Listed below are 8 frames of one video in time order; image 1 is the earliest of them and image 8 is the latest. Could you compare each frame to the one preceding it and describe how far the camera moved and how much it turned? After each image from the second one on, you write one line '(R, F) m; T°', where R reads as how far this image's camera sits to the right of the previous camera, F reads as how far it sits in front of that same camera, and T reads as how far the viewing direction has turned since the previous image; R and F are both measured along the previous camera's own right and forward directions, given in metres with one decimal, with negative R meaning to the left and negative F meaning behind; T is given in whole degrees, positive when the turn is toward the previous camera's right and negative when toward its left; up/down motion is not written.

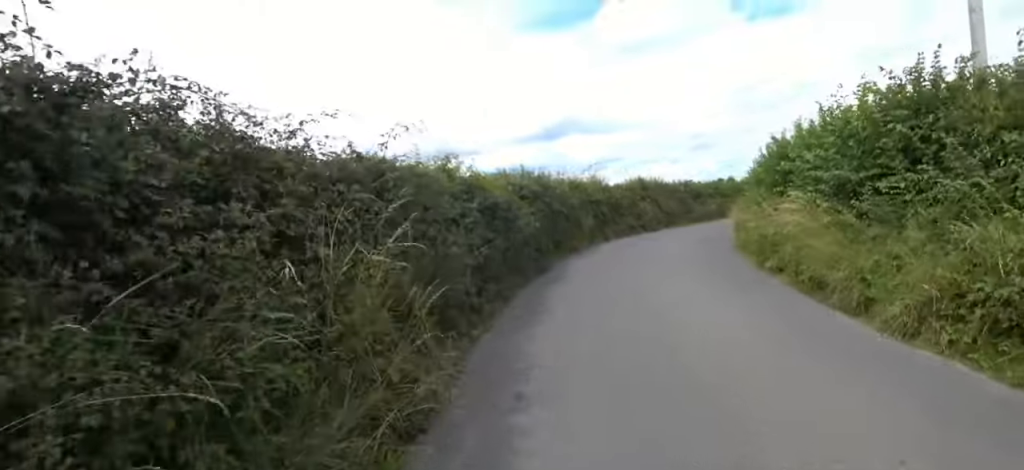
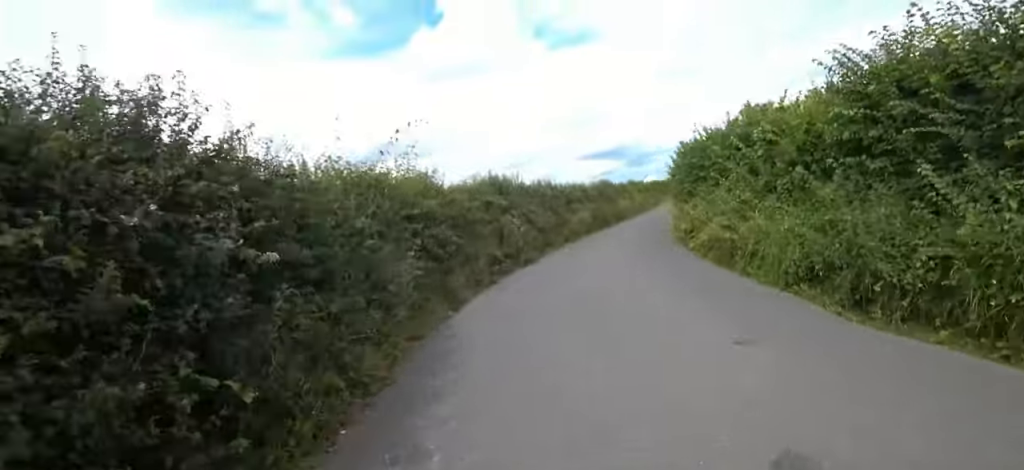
(+1.2, +7.6) m; +17°
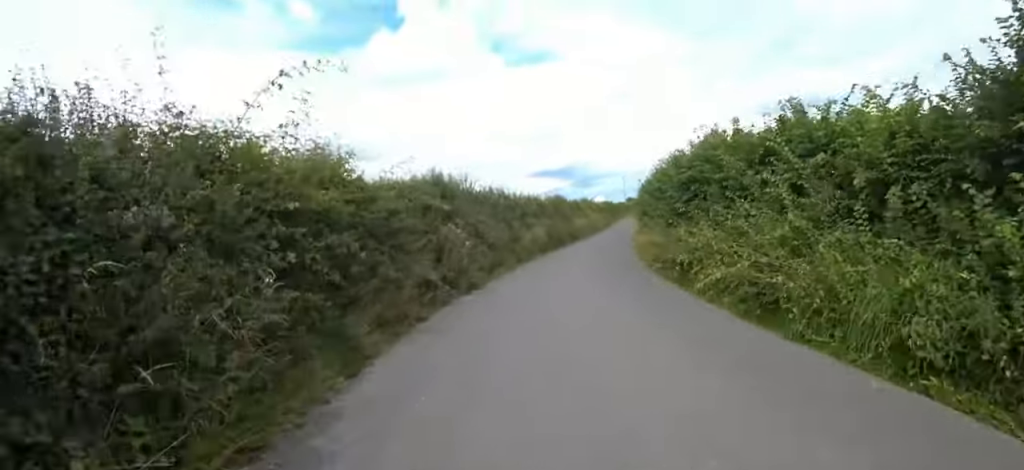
(+0.1, +2.2) m; +3°
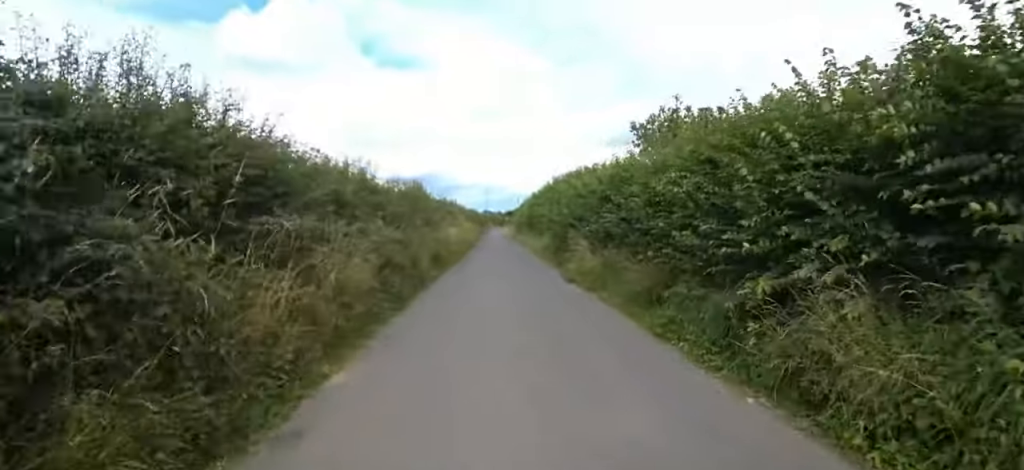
(+1.0, +10.3) m; +17°
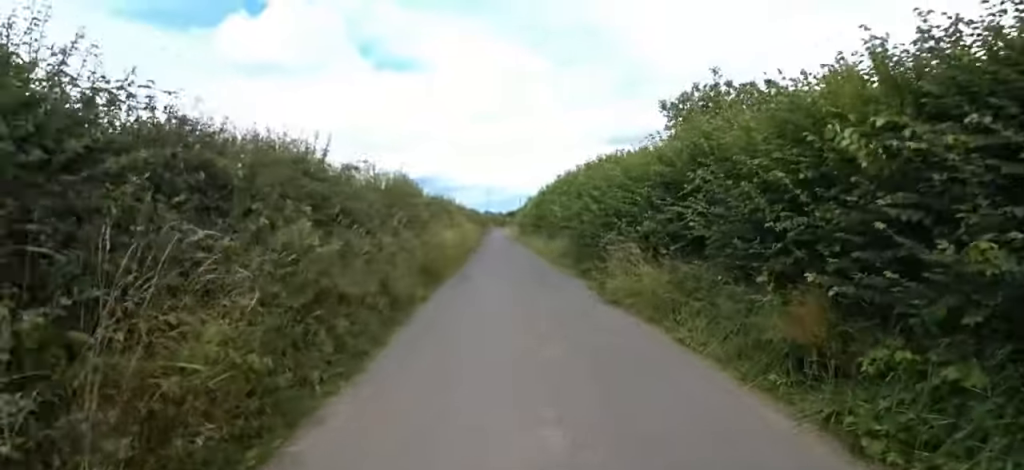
(+0.3, +2.5) m; +3°
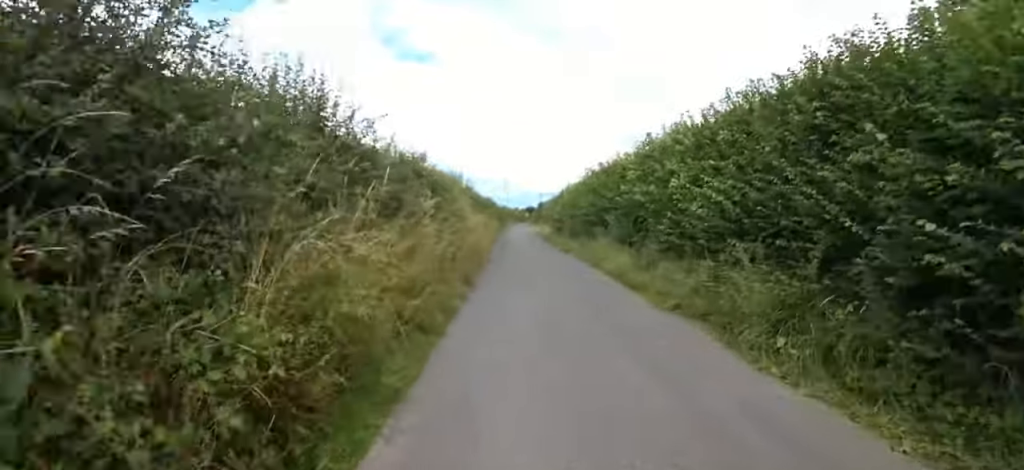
(+0.4, +8.5) m; +1°
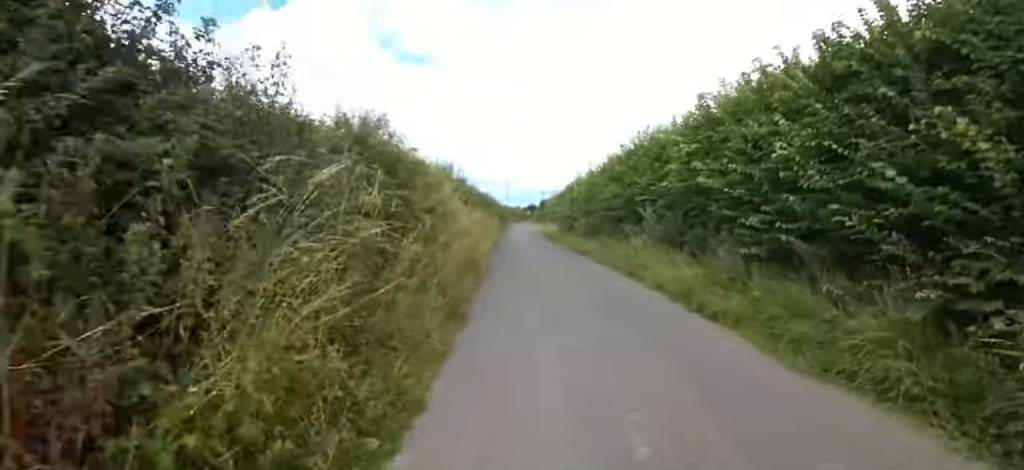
(0.0, +2.7) m; -1°
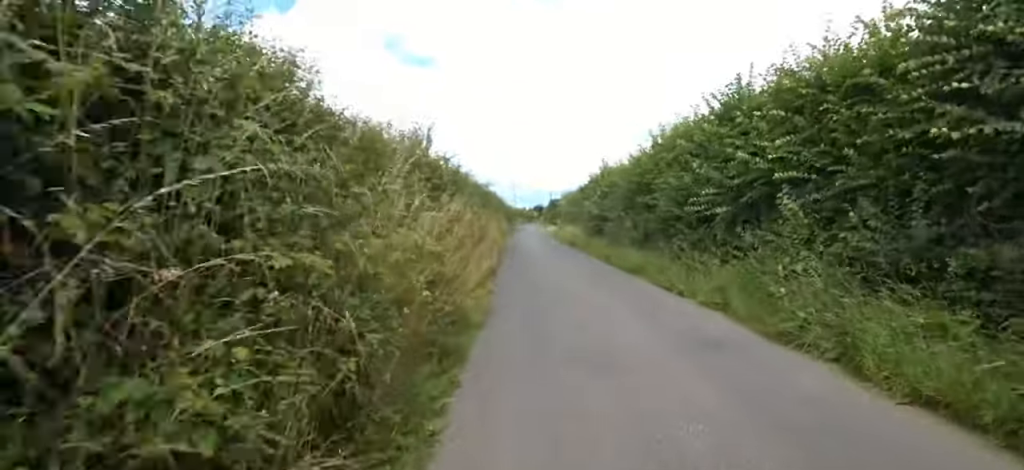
(0.0, +4.5) m; -1°
